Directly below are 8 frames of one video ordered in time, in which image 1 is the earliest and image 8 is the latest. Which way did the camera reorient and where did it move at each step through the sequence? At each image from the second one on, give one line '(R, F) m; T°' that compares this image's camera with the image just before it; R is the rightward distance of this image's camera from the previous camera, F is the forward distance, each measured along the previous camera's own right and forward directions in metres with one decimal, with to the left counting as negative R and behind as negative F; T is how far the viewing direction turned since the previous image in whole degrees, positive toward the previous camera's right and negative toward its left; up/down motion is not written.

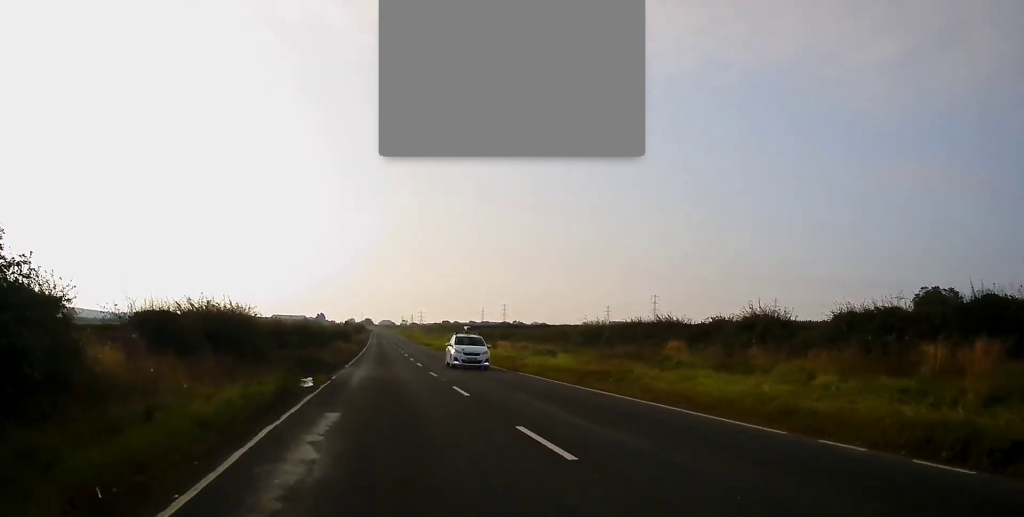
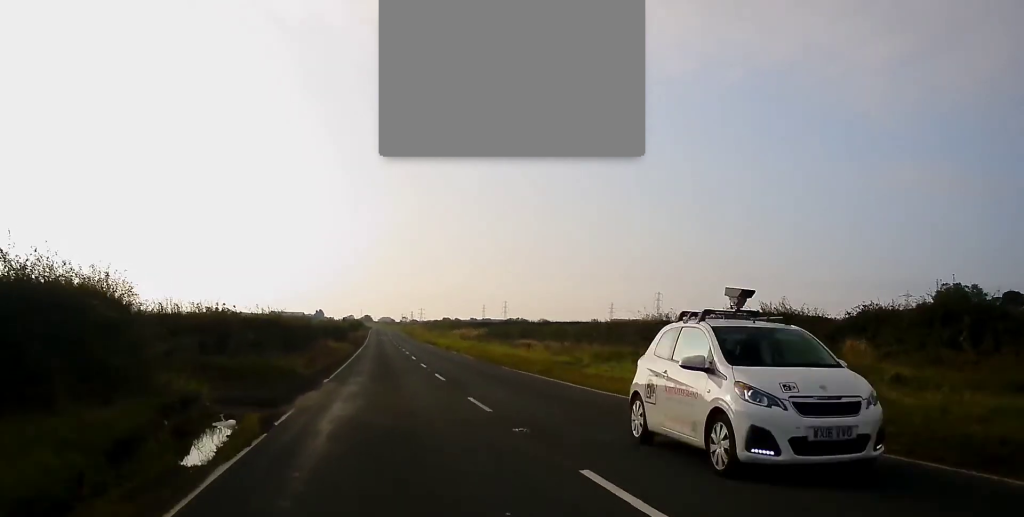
(-0.1, +12.7) m; 0°
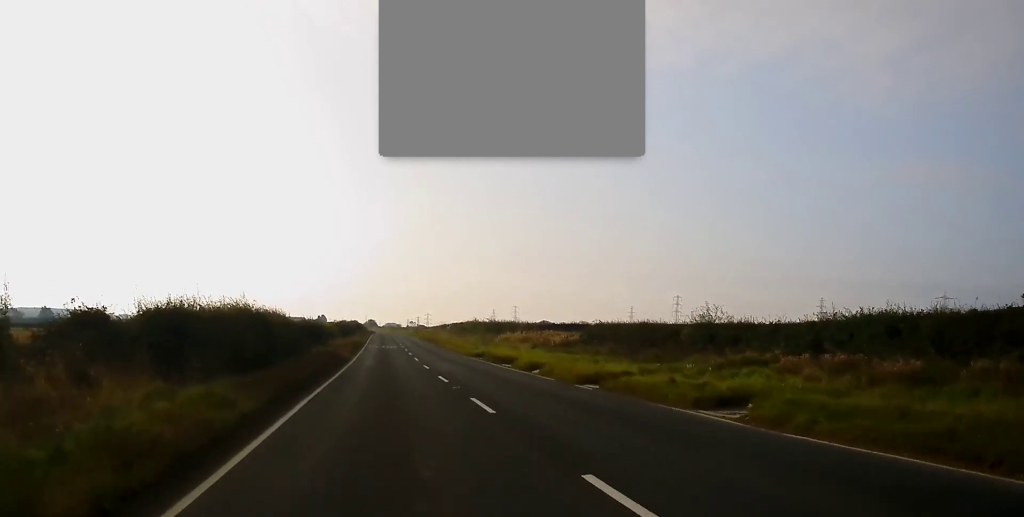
(+0.3, +45.2) m; 0°
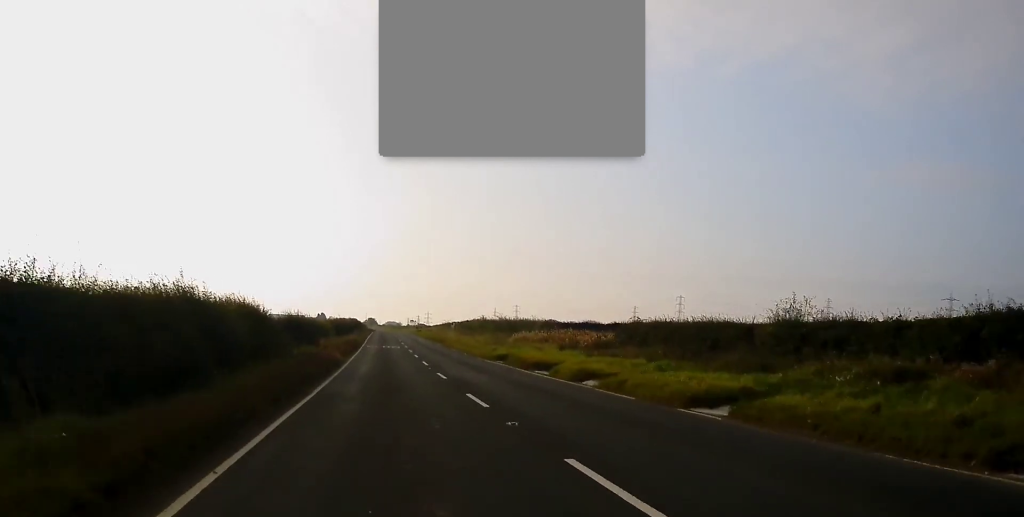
(0.0, +8.1) m; 0°
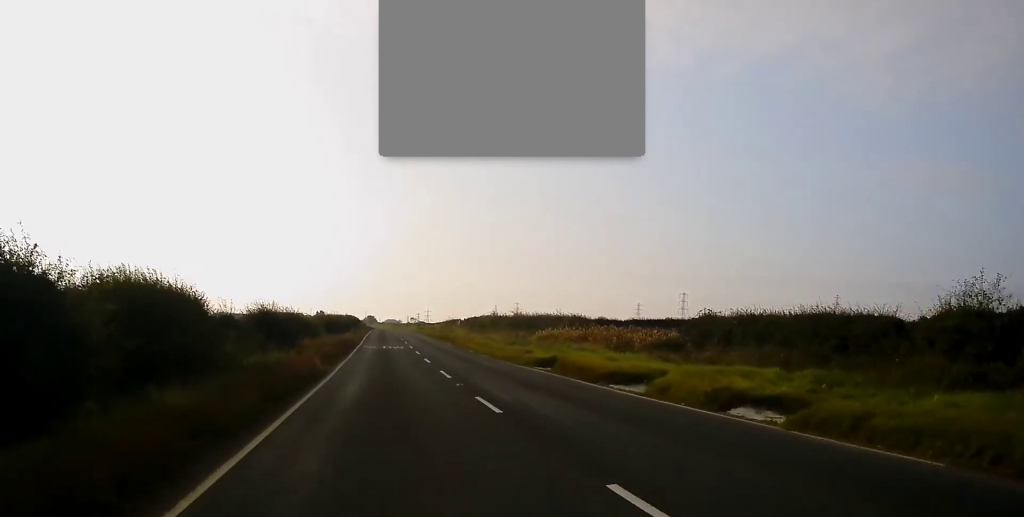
(0.0, +10.5) m; 0°
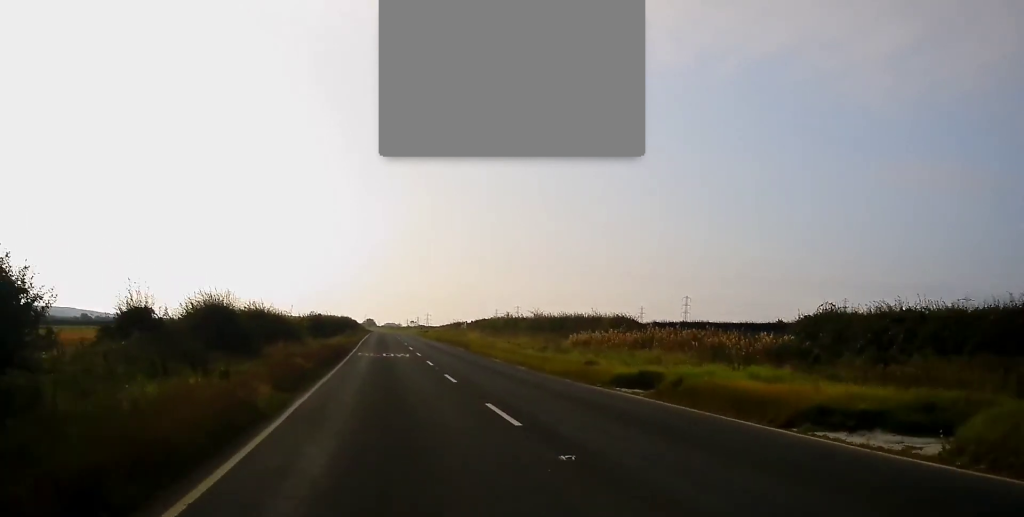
(0.0, +10.5) m; 0°
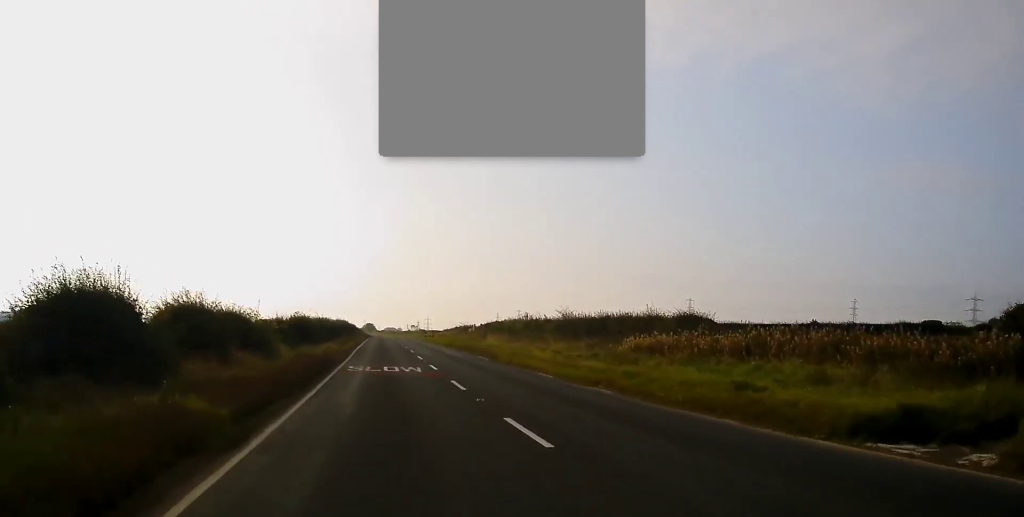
(0.0, +11.2) m; 0°
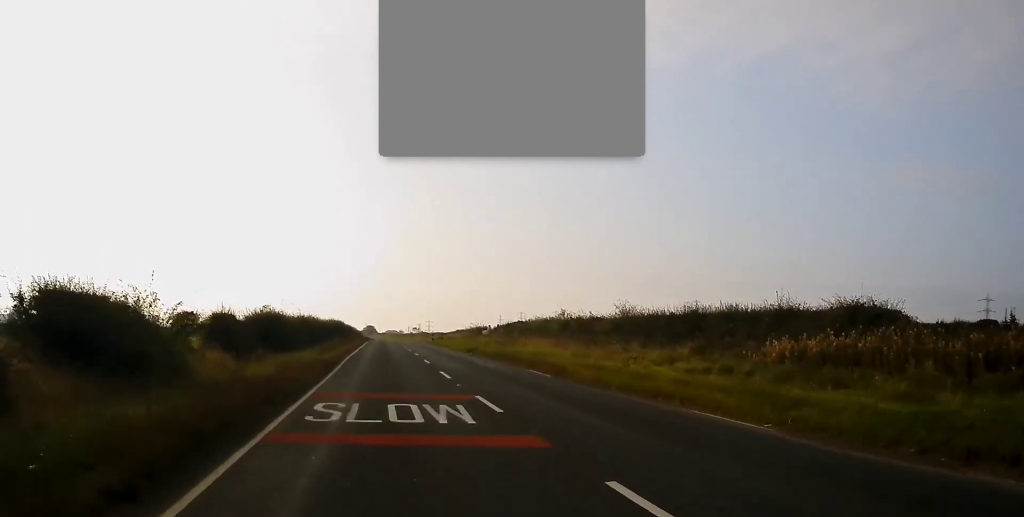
(0.0, +14.3) m; 0°
